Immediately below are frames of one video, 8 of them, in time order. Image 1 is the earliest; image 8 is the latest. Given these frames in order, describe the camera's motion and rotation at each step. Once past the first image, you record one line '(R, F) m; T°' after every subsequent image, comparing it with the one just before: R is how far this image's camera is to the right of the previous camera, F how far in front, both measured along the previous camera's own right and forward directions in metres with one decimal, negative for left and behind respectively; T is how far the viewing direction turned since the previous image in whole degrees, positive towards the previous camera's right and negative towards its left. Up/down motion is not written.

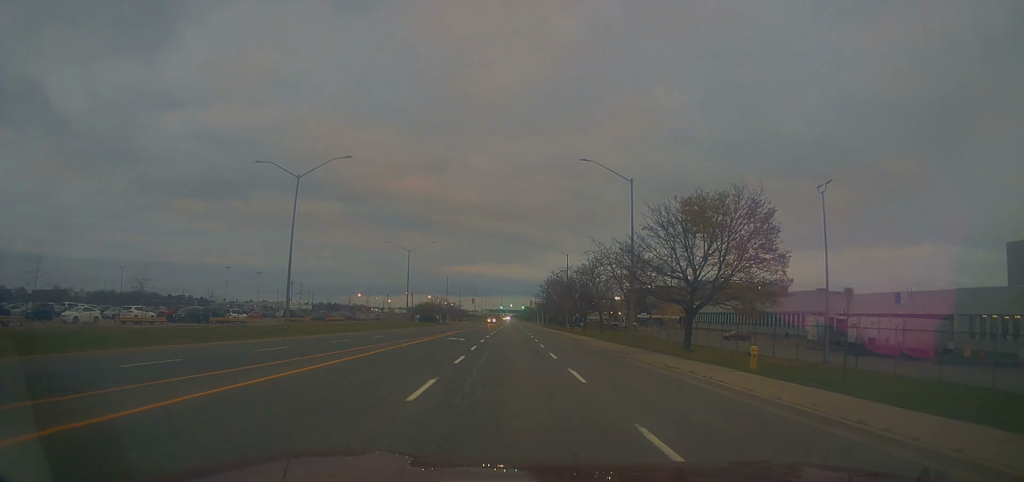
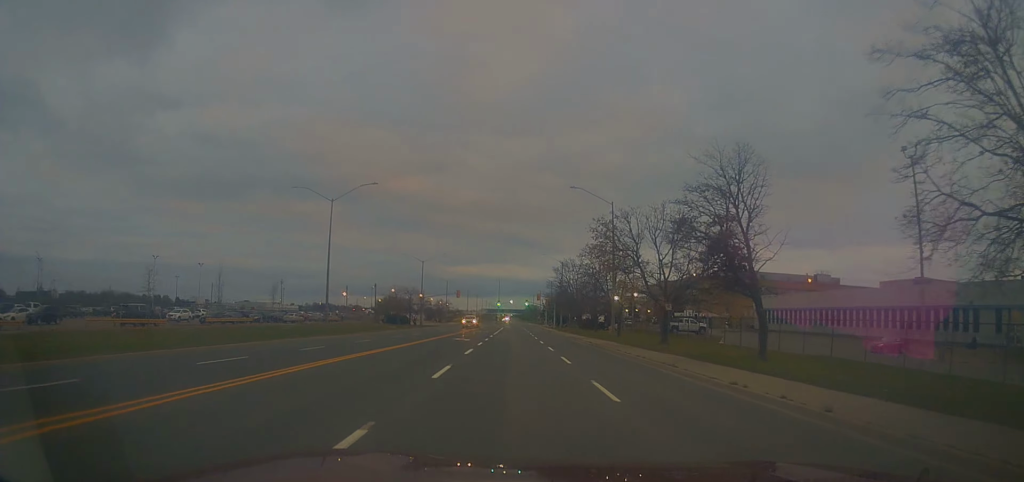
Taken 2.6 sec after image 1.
(+0.5, +39.7) m; +1°
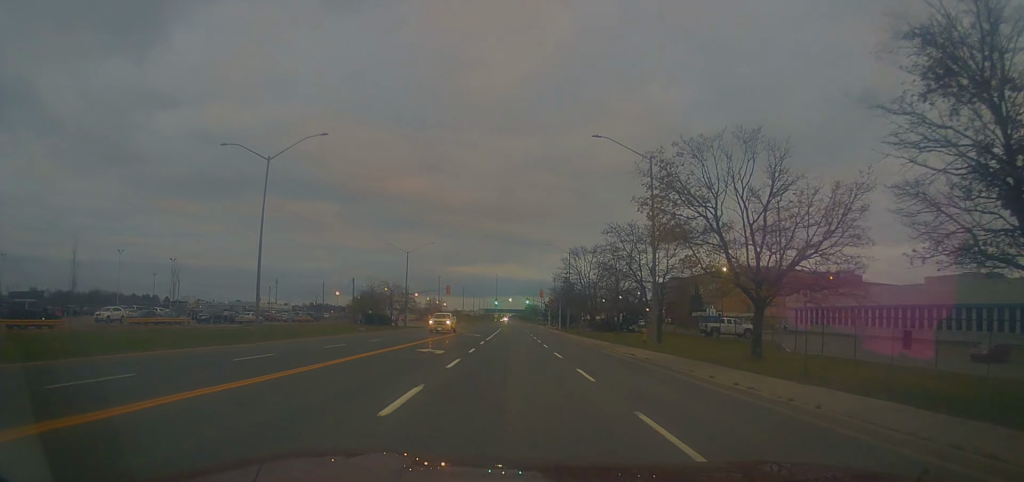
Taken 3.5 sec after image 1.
(+0.1, +14.4) m; 0°
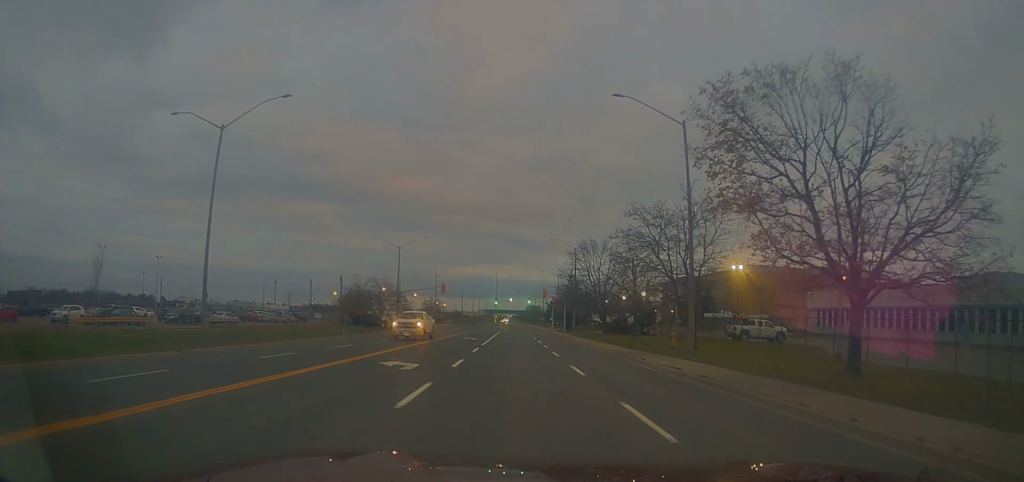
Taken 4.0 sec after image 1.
(0.0, +7.2) m; 0°
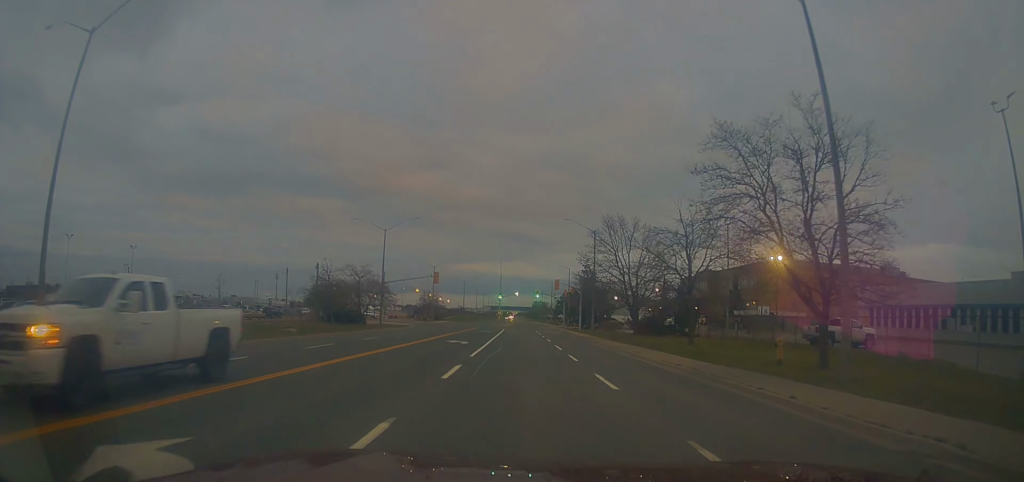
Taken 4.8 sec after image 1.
(-0.3, +13.2) m; -1°
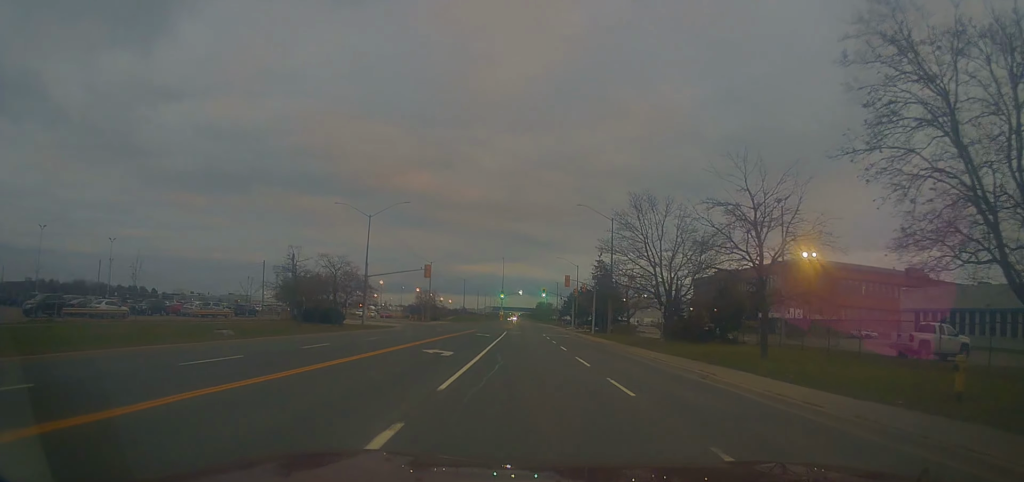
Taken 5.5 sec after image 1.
(0.0, +9.6) m; +1°
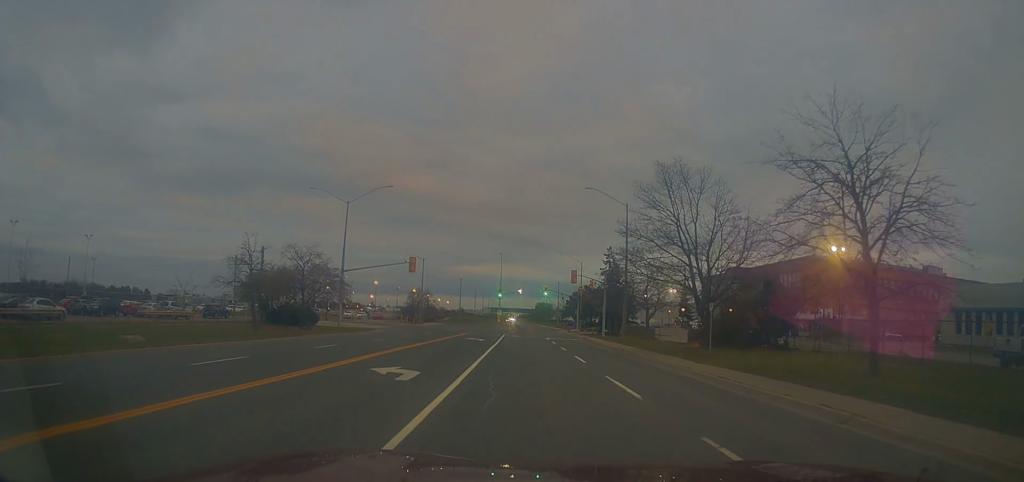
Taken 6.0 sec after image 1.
(0.0, +8.0) m; 0°
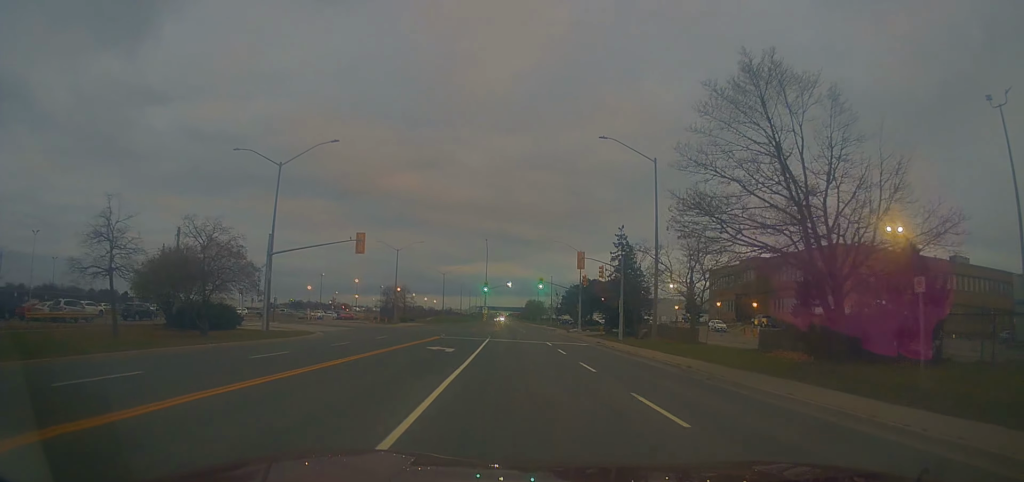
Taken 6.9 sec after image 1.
(+0.2, +13.9) m; 0°
